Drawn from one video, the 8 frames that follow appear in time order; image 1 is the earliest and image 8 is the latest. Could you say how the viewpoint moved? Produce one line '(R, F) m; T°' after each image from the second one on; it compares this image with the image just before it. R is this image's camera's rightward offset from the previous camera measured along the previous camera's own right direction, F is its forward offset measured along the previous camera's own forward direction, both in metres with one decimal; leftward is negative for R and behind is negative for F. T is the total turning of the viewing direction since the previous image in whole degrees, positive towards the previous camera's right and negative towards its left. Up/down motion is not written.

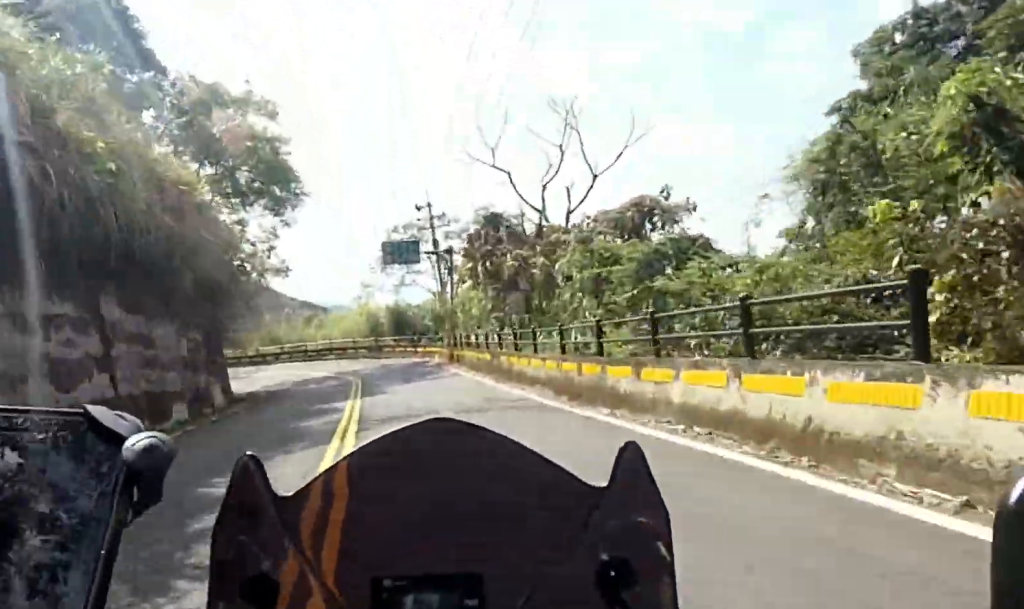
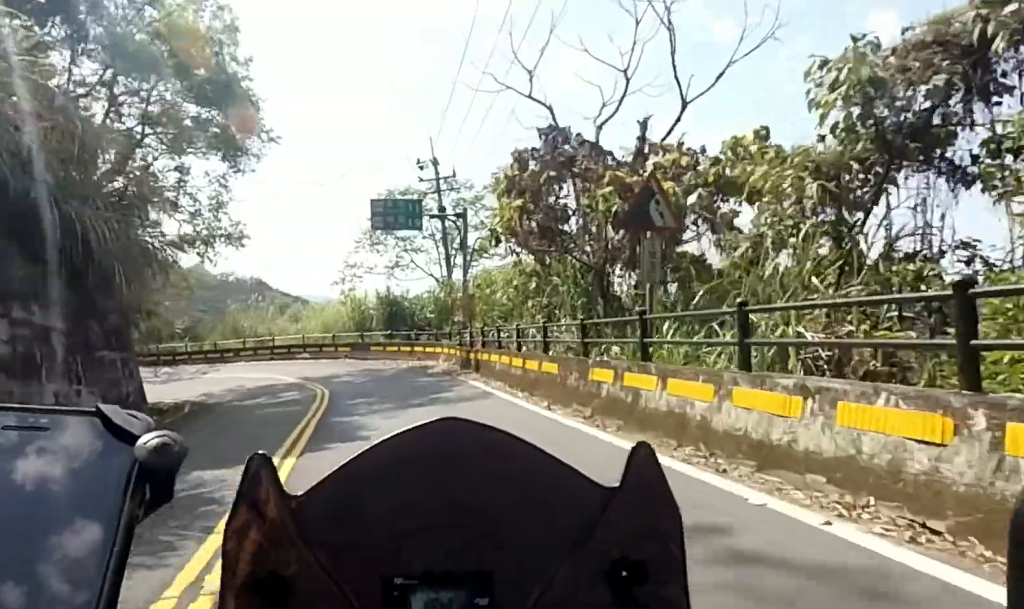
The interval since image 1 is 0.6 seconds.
(+0.6, +8.6) m; +4°
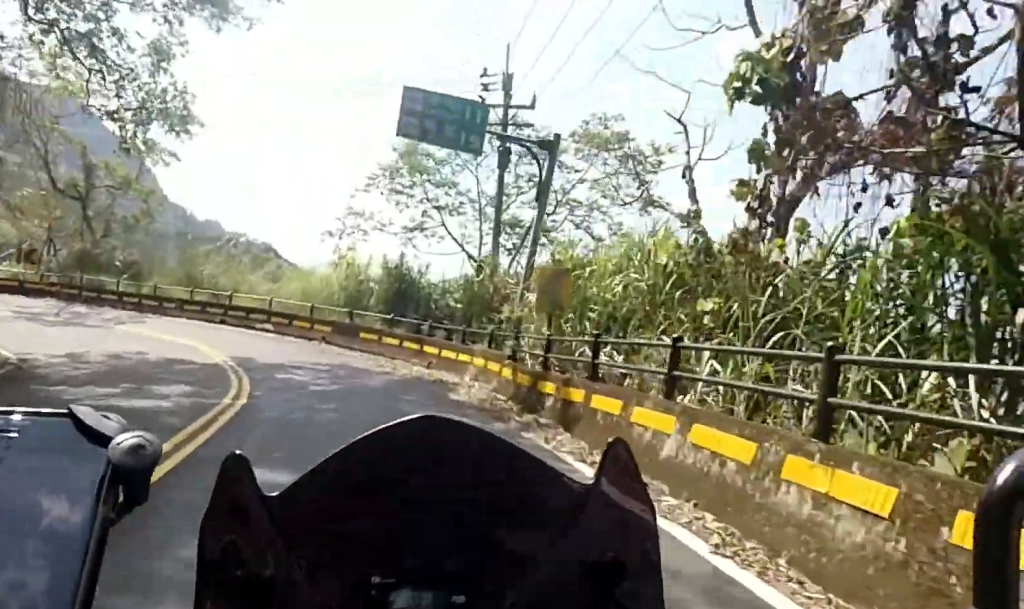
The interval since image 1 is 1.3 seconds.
(+0.3, +9.3) m; -7°
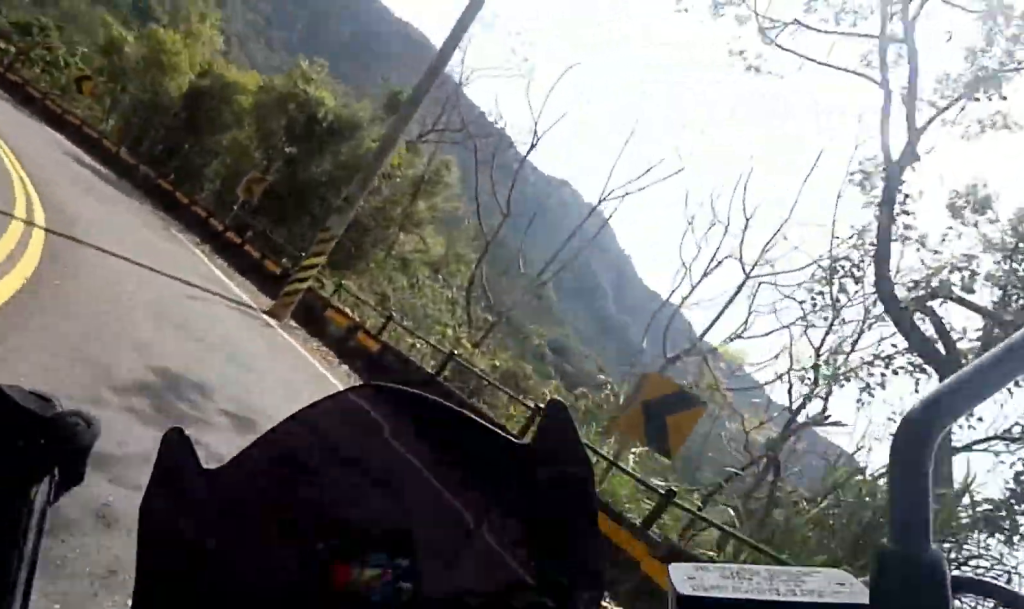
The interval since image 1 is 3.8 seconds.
(-14.3, +25.7) m; -64°
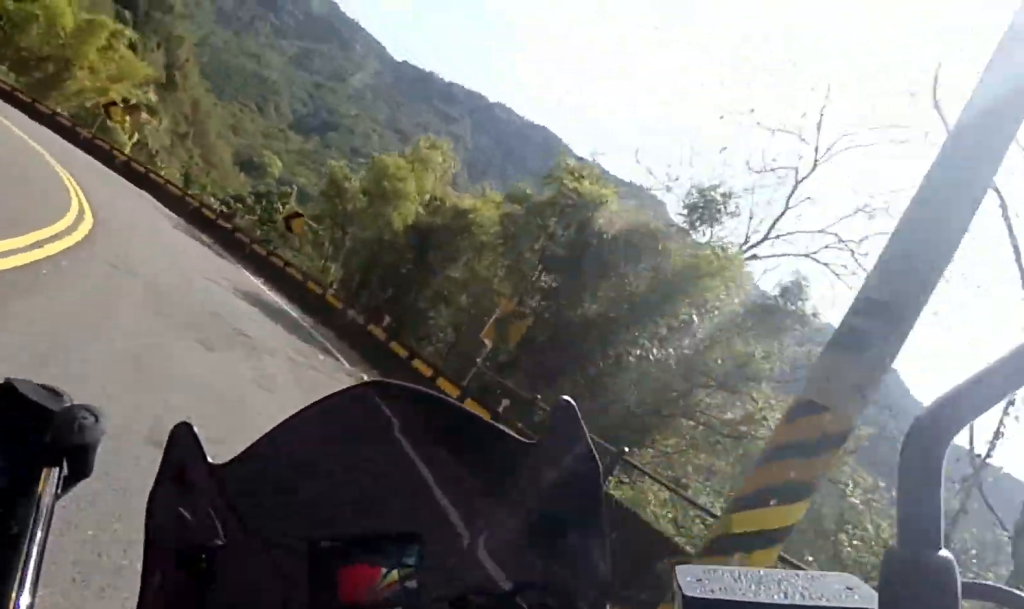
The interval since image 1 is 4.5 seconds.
(-2.5, +9.1) m; -24°
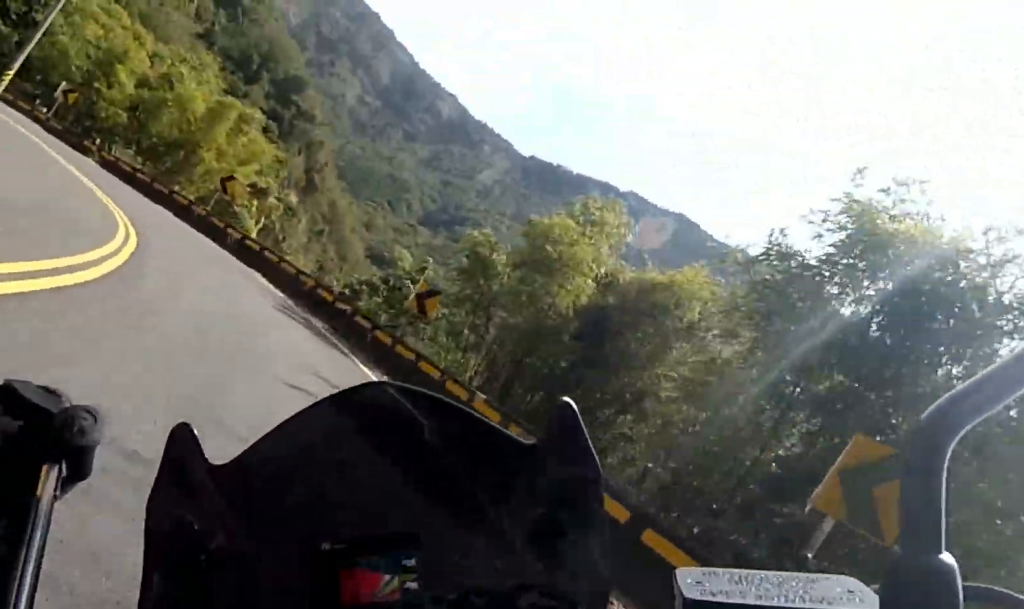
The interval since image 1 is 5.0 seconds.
(-0.2, +5.6) m; -15°
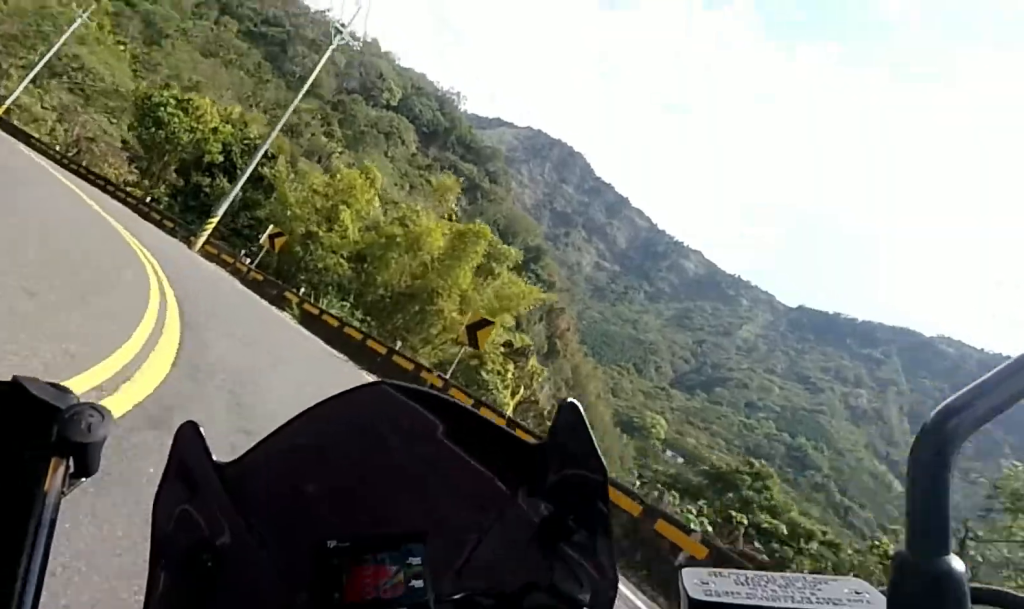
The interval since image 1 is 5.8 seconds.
(-2.8, +11.8) m; -30°
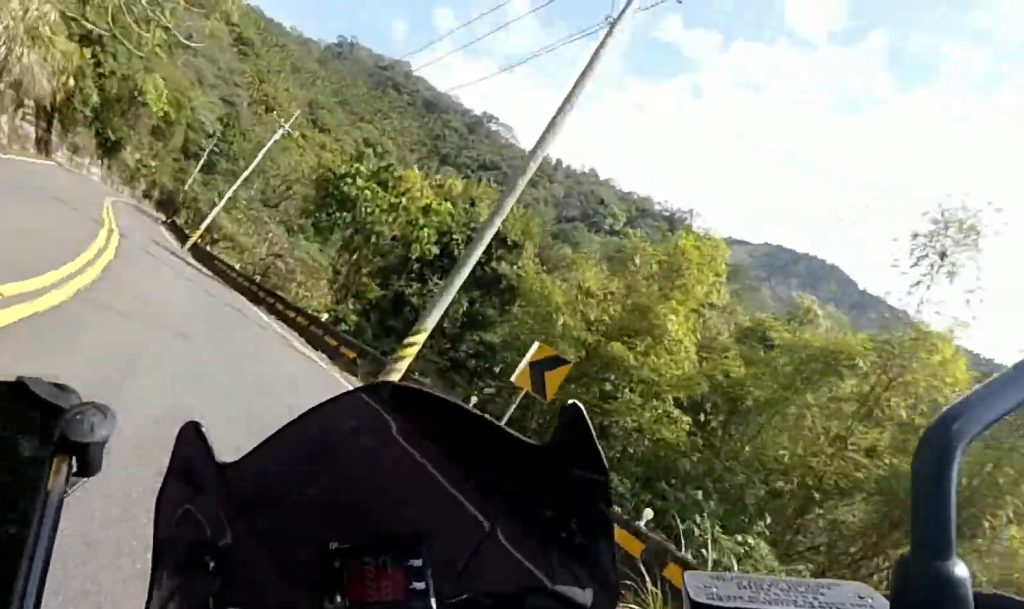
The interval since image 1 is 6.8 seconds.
(-3.6, +12.3) m; -22°
